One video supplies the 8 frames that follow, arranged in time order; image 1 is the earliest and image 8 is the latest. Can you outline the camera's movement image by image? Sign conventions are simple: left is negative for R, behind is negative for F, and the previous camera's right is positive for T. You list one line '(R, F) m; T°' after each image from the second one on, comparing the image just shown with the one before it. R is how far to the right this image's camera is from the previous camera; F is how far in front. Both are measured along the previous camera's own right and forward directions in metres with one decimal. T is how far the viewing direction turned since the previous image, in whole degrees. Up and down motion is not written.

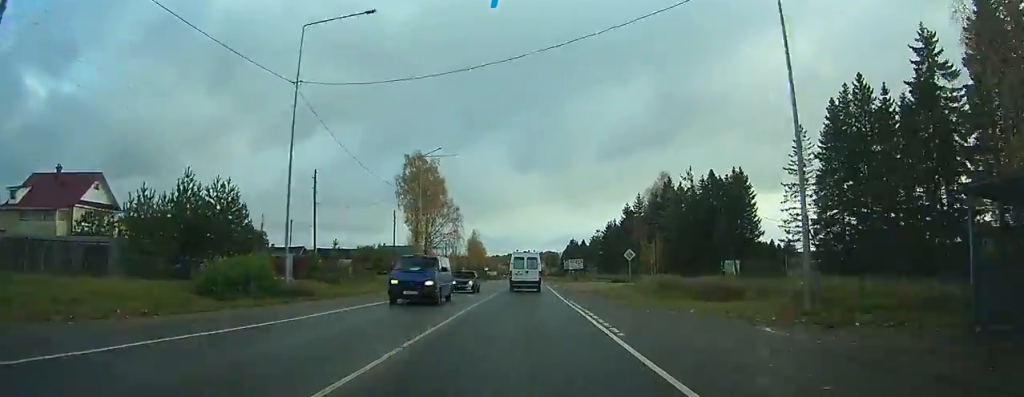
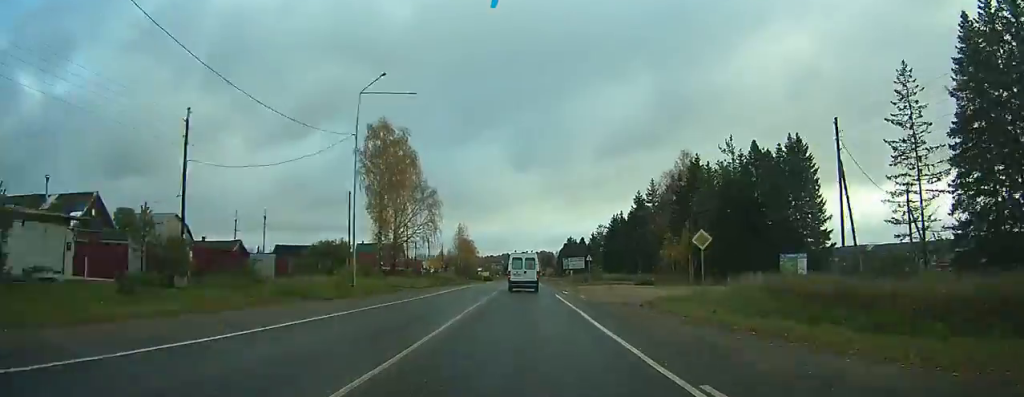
(+0.3, +19.7) m; +1°
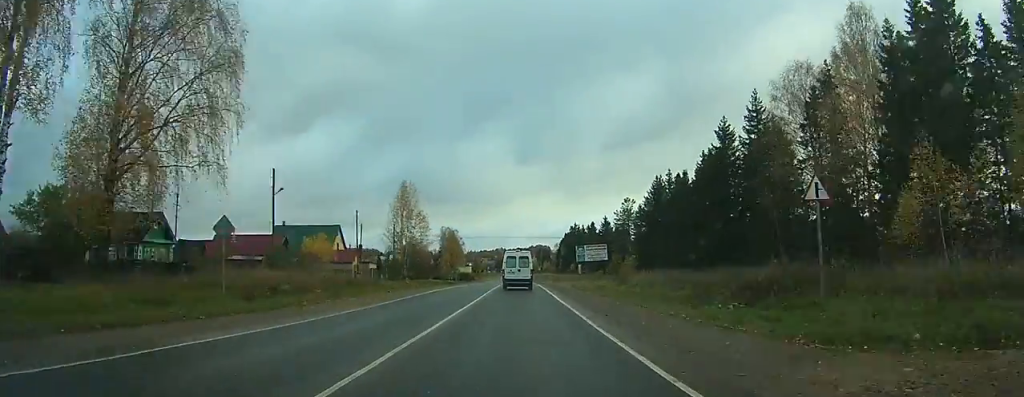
(+0.5, +52.8) m; +1°
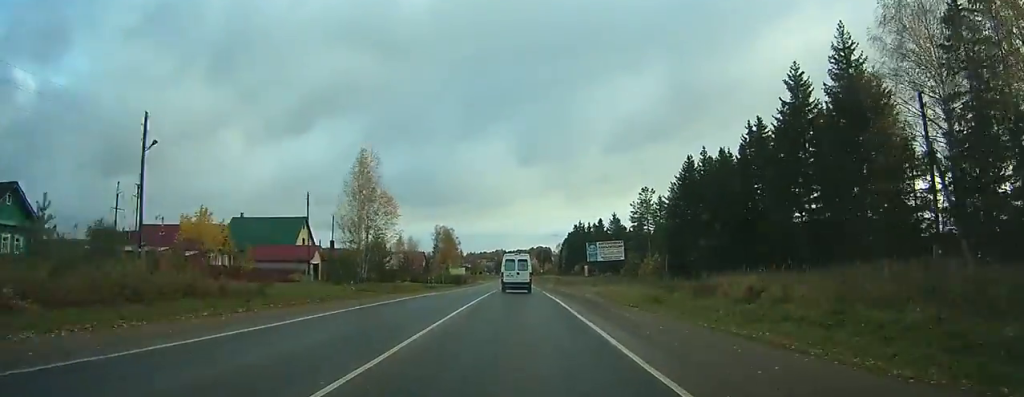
(+0.1, +17.5) m; 0°
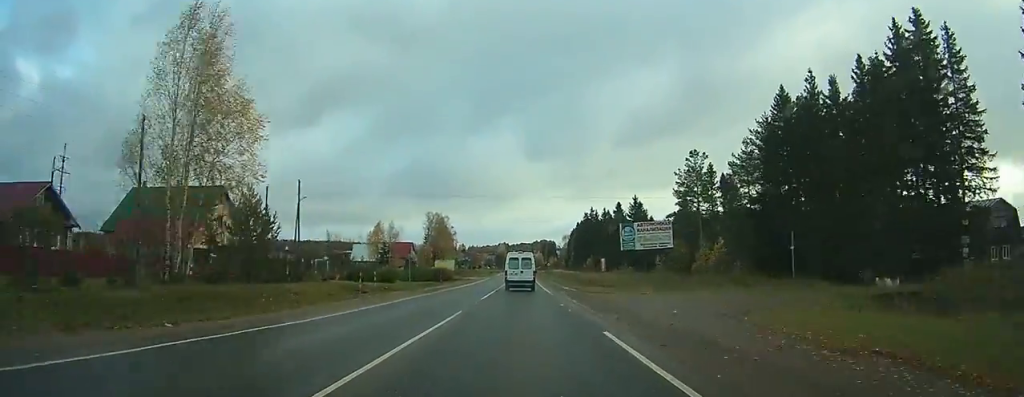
(0.0, +27.3) m; 0°
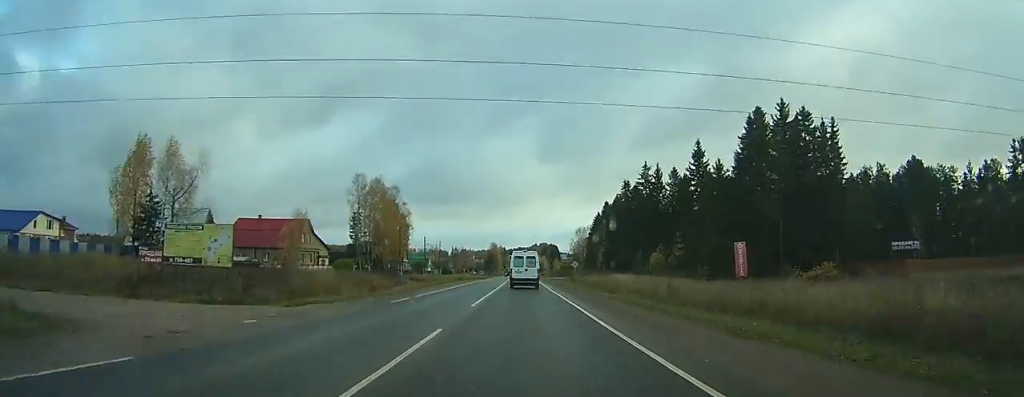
(-0.3, +89.8) m; 0°
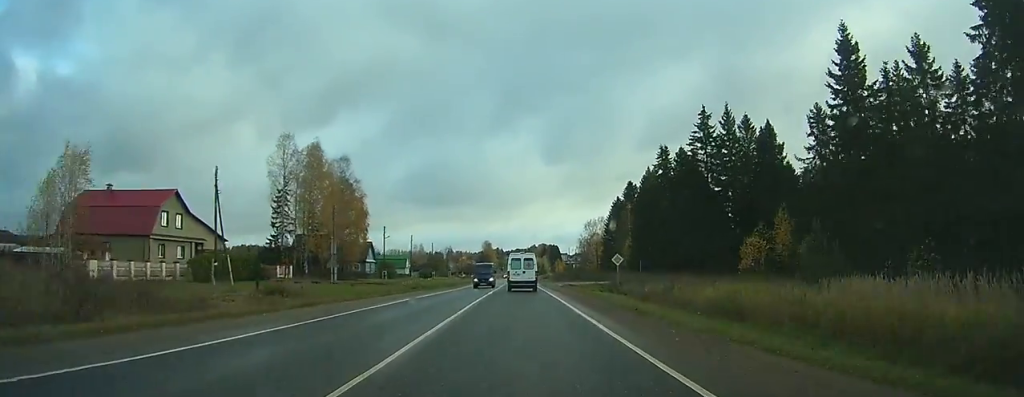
(+0.1, +40.9) m; 0°
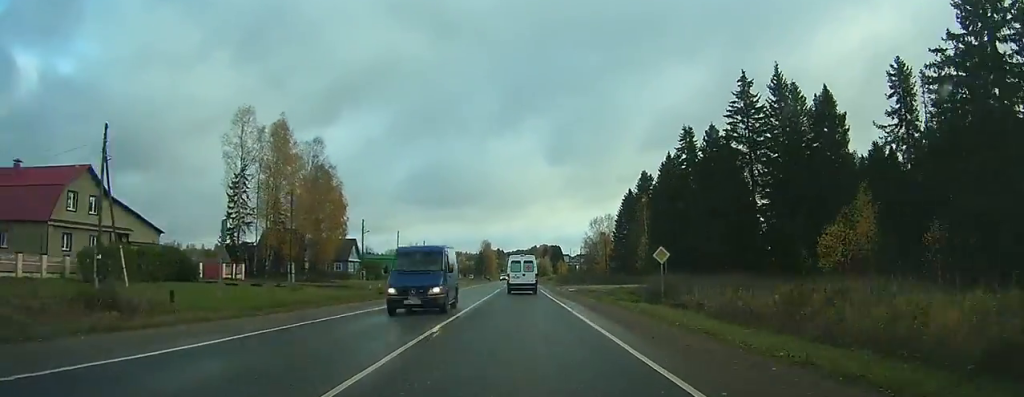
(+0.1, +14.7) m; 0°
